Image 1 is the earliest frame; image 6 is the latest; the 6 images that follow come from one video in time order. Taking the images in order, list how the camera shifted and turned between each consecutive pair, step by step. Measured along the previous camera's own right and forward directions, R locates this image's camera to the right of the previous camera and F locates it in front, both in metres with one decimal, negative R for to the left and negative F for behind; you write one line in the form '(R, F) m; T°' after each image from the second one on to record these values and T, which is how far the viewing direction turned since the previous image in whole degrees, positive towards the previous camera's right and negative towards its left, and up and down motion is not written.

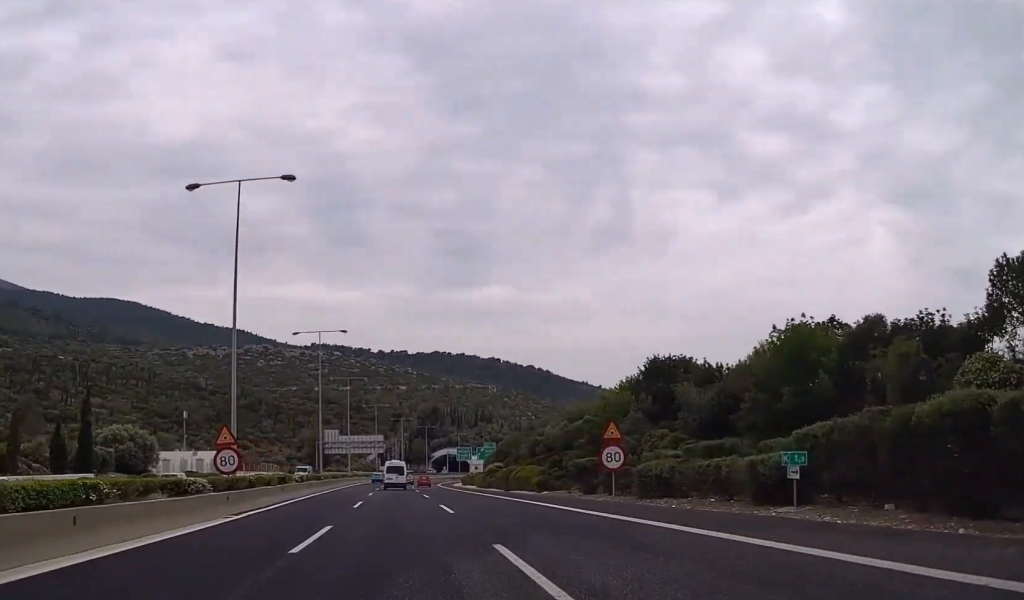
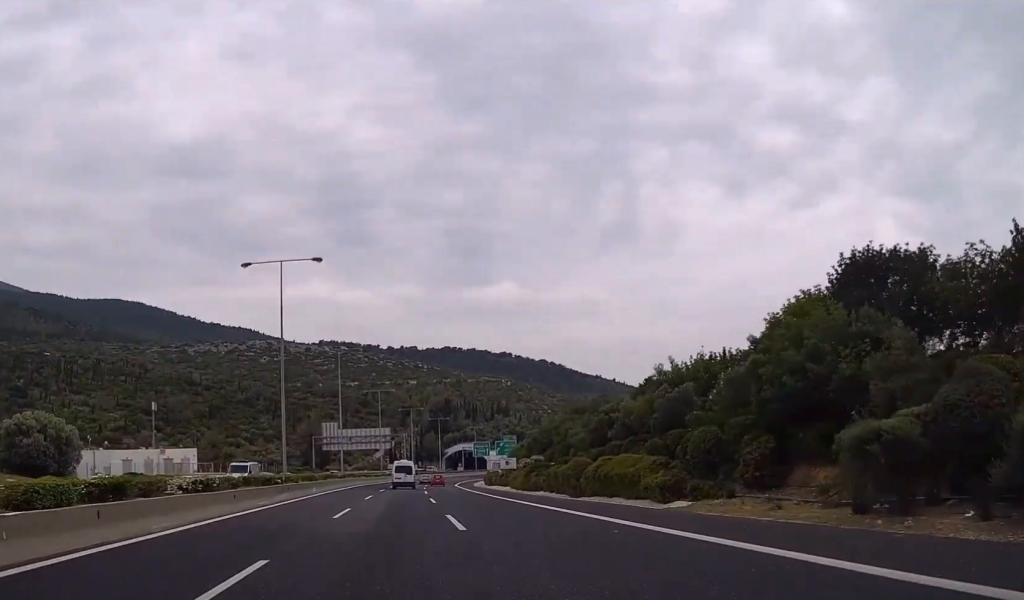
(-0.6, +25.1) m; -2°
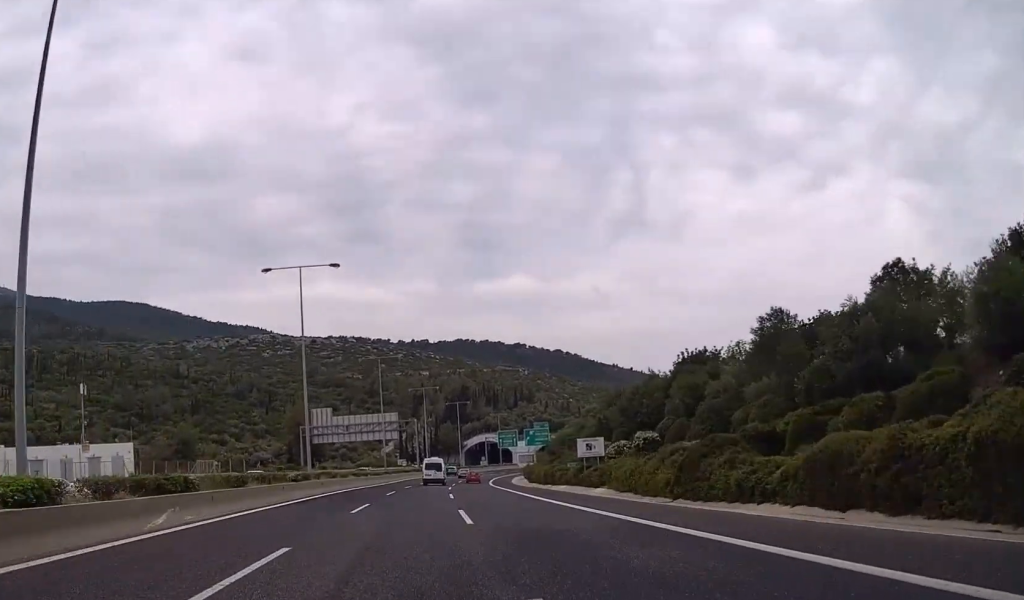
(-0.4, +35.1) m; -2°
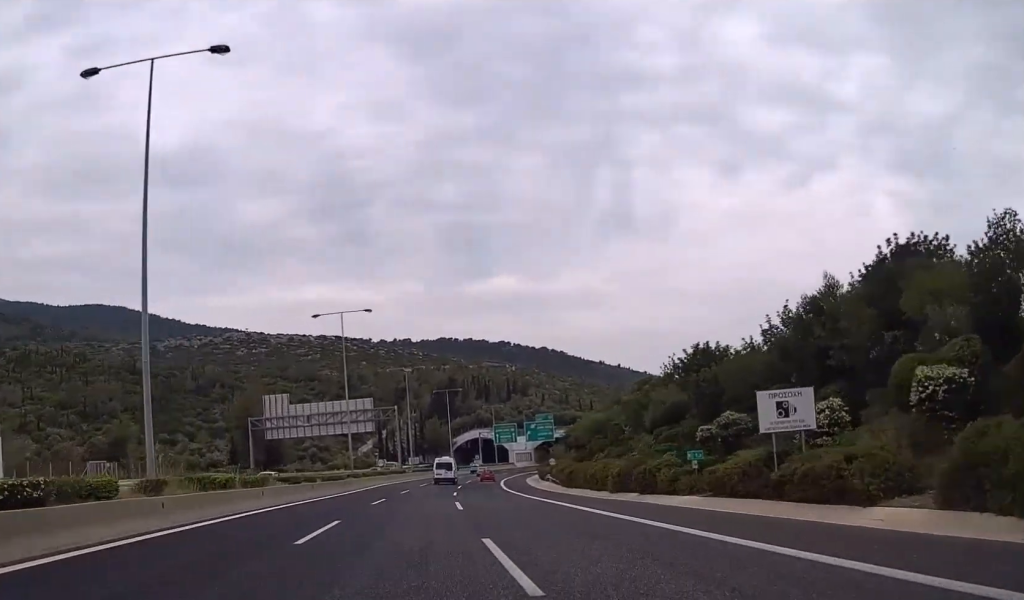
(-0.4, +27.9) m; 0°
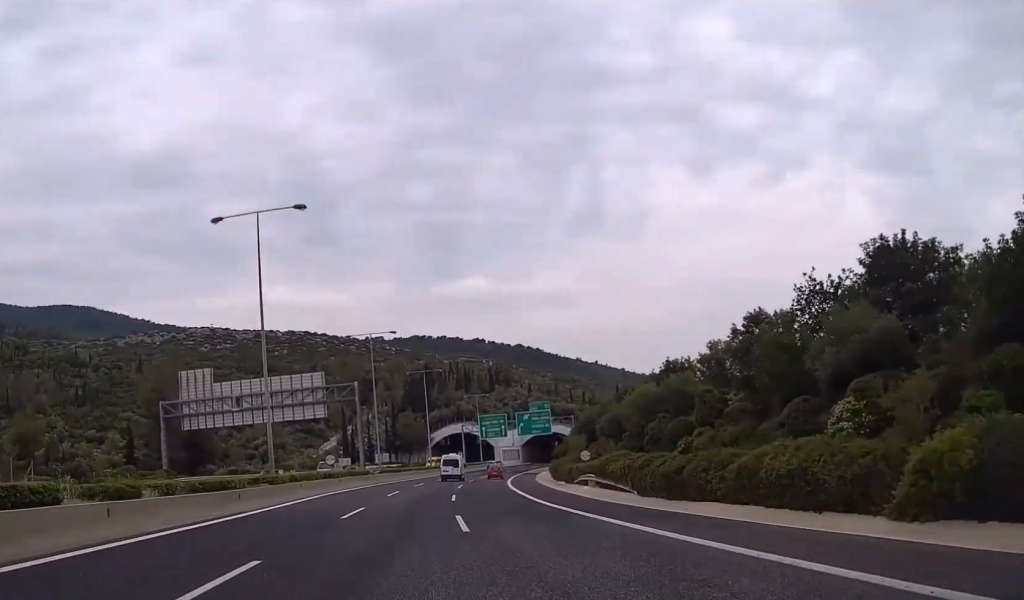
(+0.3, +27.2) m; +1°
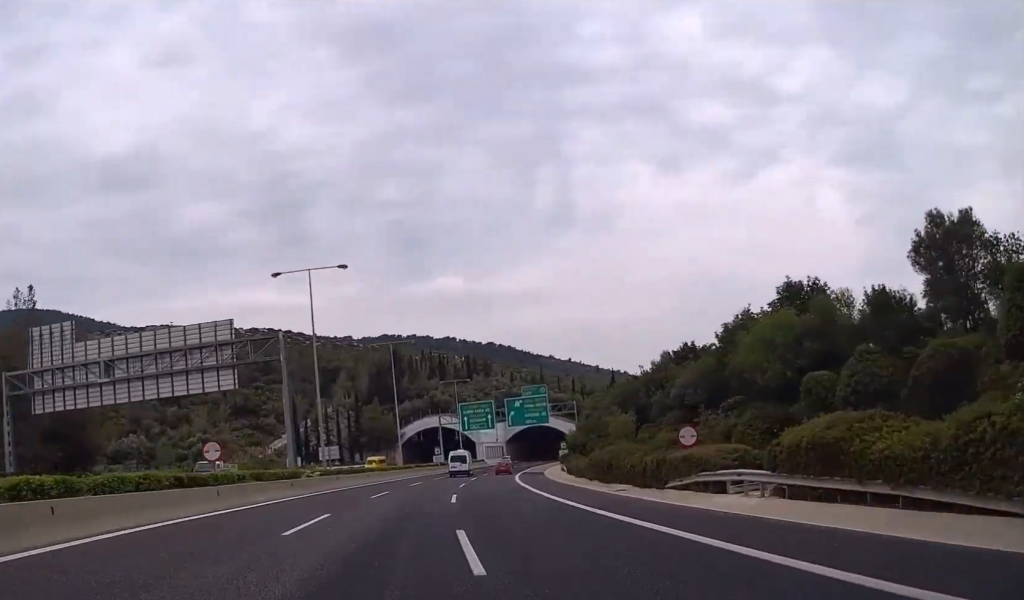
(+0.2, +25.4) m; +2°
